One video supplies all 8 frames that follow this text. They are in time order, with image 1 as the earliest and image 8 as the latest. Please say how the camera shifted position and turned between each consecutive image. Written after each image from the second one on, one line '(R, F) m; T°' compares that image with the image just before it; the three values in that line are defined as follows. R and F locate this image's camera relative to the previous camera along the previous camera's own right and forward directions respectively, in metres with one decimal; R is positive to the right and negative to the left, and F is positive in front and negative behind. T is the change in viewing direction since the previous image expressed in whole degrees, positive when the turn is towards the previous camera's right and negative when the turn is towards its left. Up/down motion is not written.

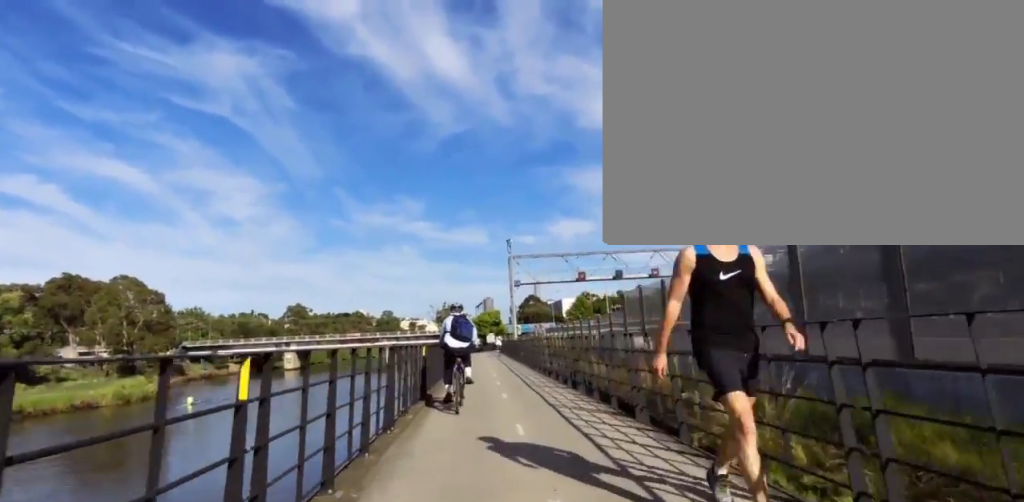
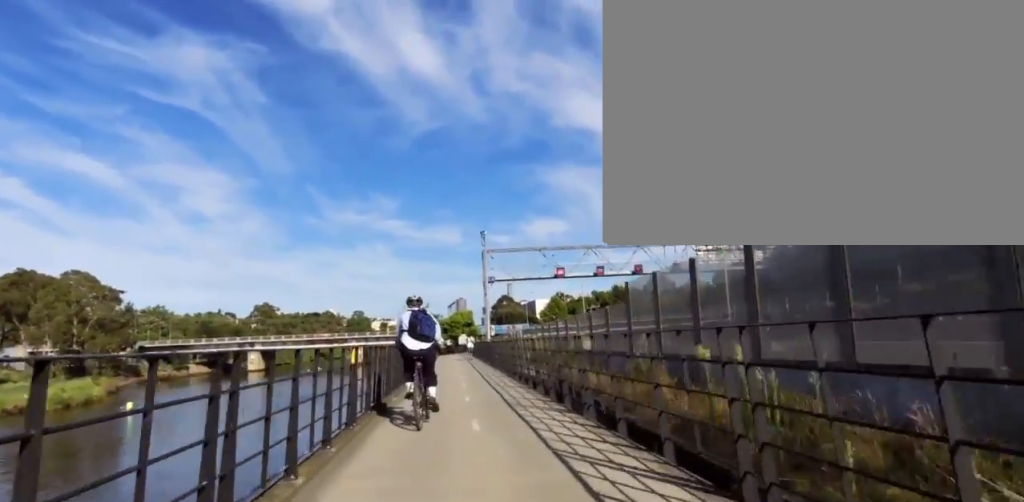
(-1.3, +3.9) m; -5°
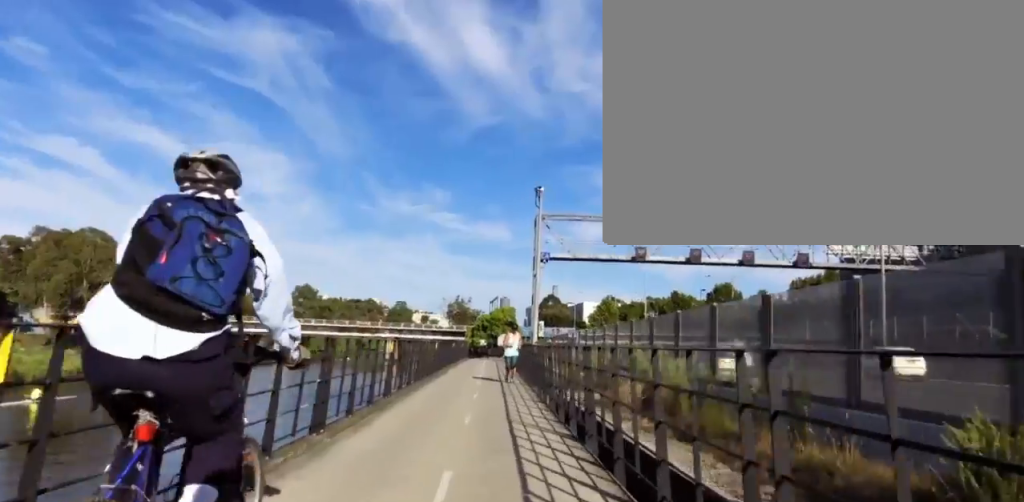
(+0.9, +14.5) m; +7°
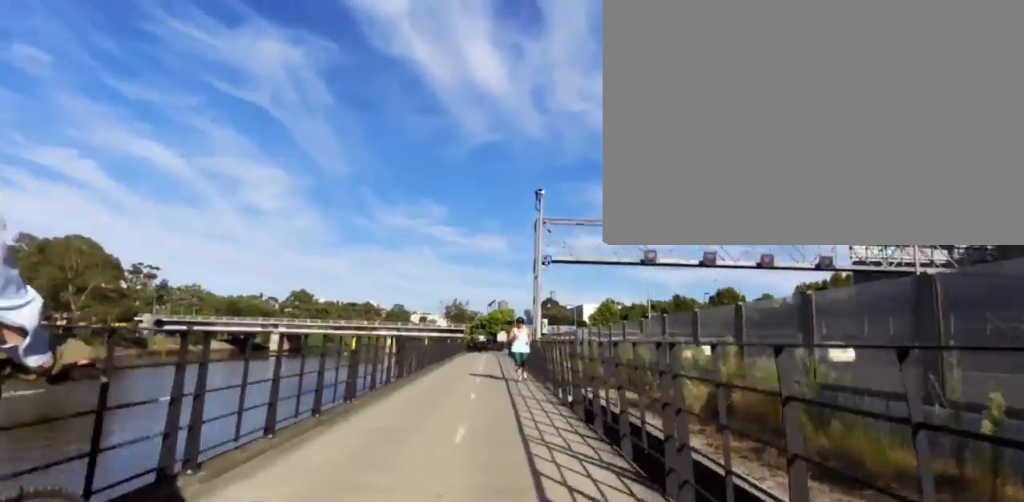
(0.0, +3.1) m; 0°
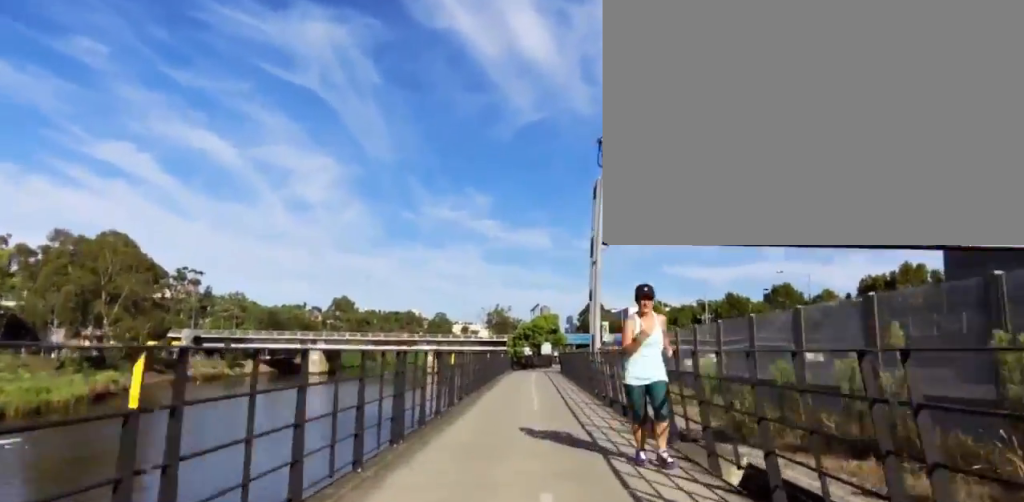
(0.0, +5.6) m; -7°
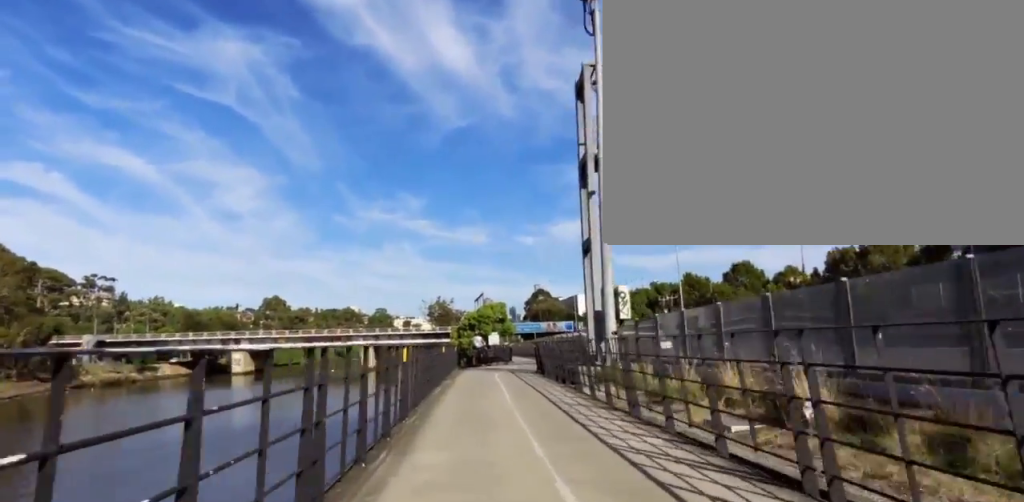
(-1.3, +11.8) m; +2°
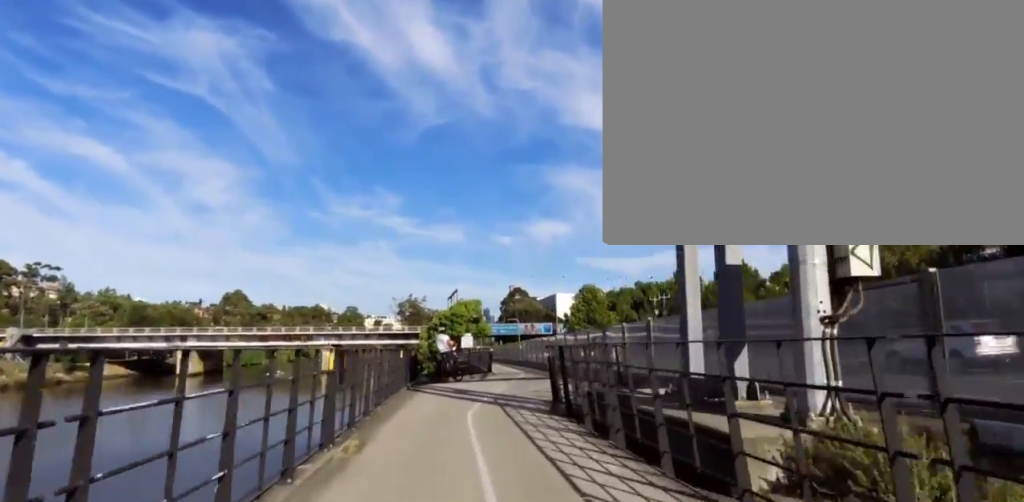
(+2.6, +11.0) m; +15°
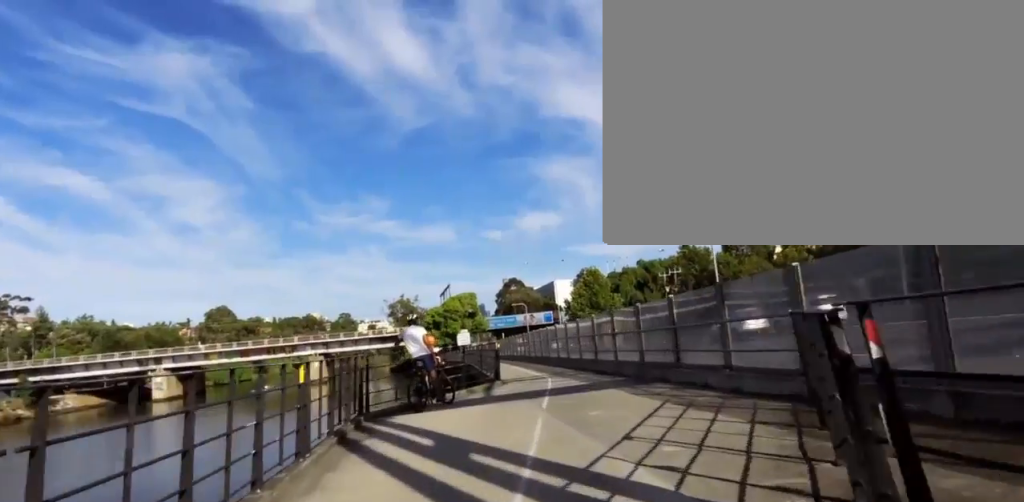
(-0.2, +8.9) m; -6°
